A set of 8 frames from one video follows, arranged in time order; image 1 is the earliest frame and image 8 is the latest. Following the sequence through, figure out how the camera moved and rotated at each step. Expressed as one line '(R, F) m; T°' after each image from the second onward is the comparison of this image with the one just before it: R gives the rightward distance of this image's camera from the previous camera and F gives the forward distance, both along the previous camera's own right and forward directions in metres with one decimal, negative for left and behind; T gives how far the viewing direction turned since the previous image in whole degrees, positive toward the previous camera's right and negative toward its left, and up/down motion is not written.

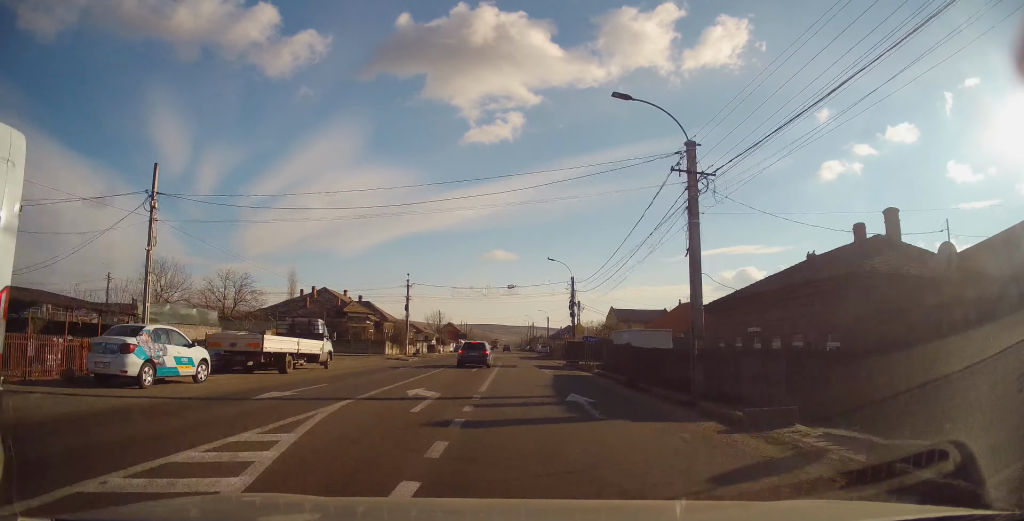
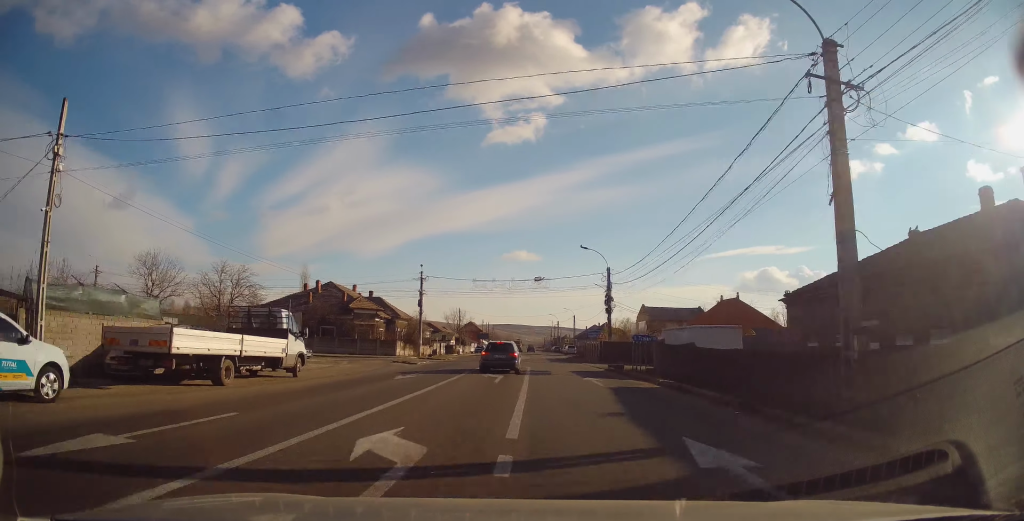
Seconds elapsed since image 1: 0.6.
(-0.6, +6.7) m; -2°
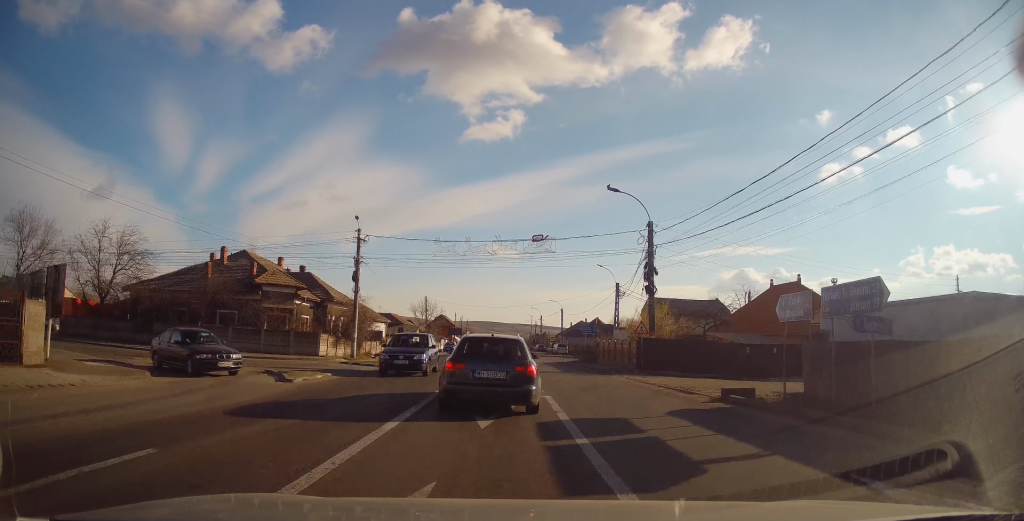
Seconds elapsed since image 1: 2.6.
(+0.5, +17.5) m; +3°
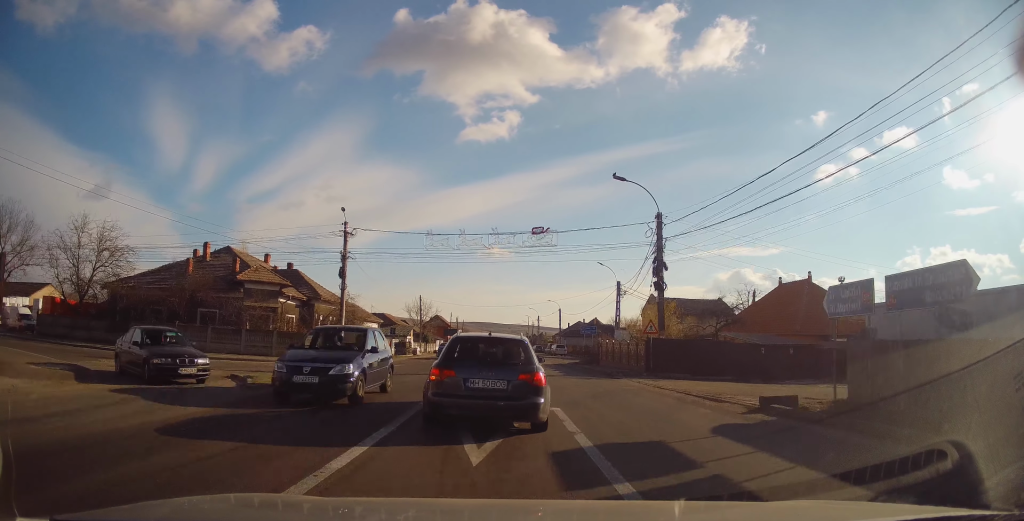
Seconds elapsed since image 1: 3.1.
(+0.1, +2.1) m; +1°
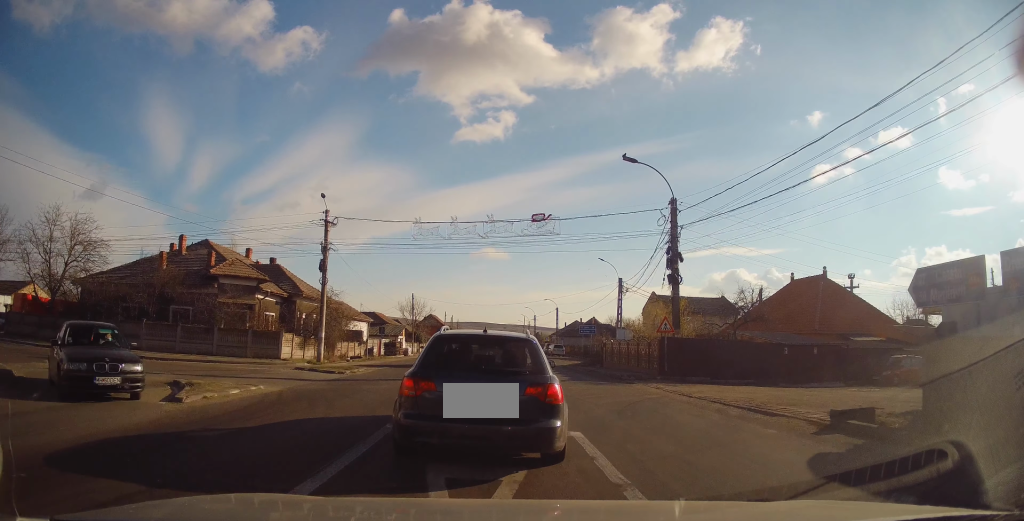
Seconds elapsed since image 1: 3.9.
(+0.1, +3.4) m; +2°
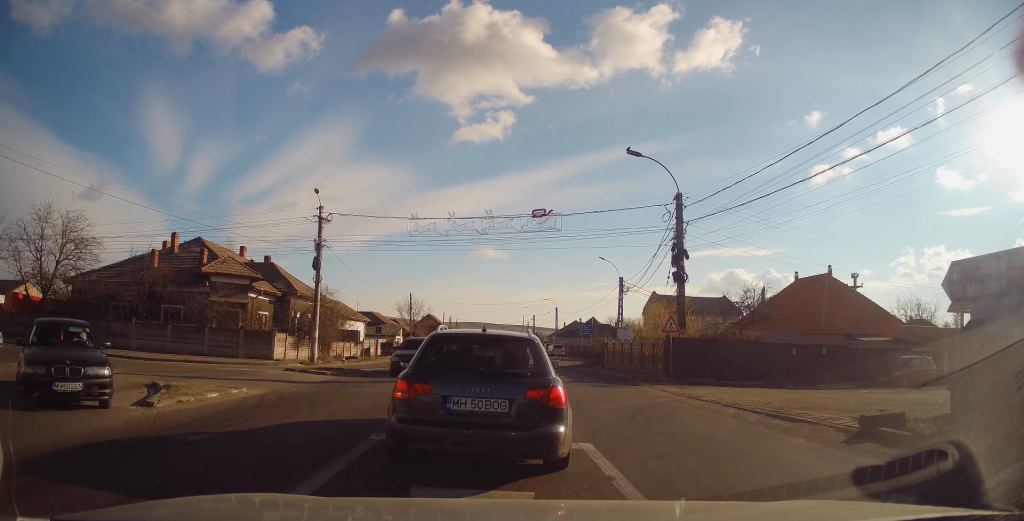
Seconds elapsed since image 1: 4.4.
(0.0, +1.3) m; 0°
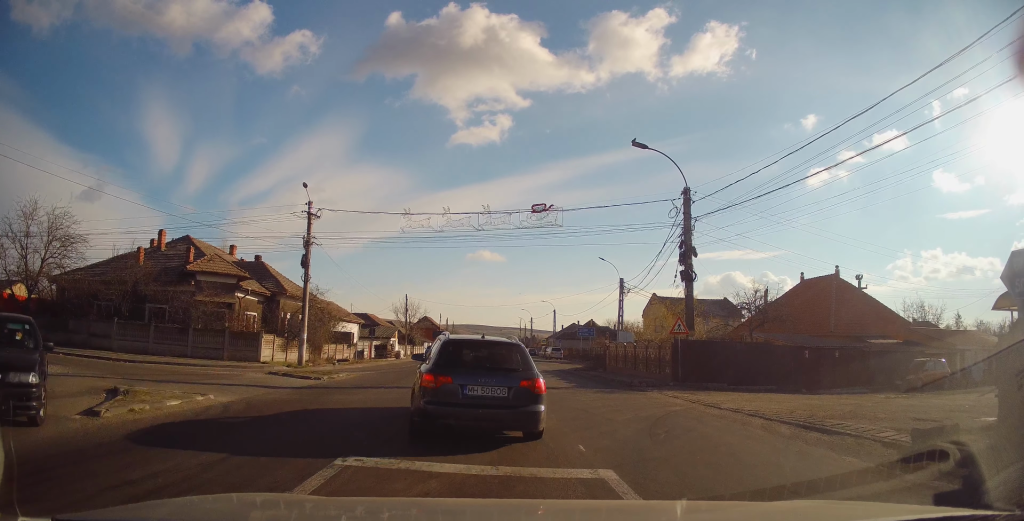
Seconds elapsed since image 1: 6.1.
(0.0, +2.7) m; 0°
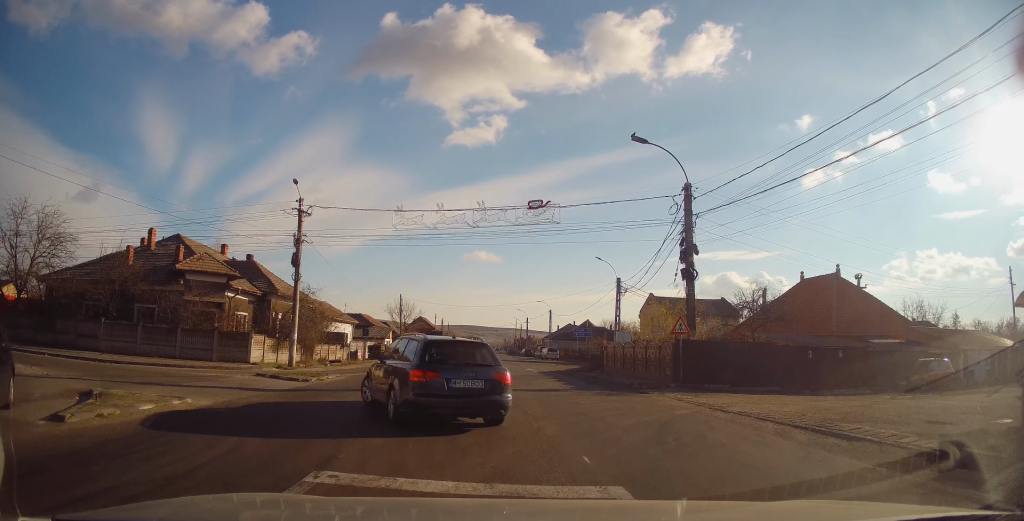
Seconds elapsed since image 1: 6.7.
(0.0, +0.8) m; 0°
